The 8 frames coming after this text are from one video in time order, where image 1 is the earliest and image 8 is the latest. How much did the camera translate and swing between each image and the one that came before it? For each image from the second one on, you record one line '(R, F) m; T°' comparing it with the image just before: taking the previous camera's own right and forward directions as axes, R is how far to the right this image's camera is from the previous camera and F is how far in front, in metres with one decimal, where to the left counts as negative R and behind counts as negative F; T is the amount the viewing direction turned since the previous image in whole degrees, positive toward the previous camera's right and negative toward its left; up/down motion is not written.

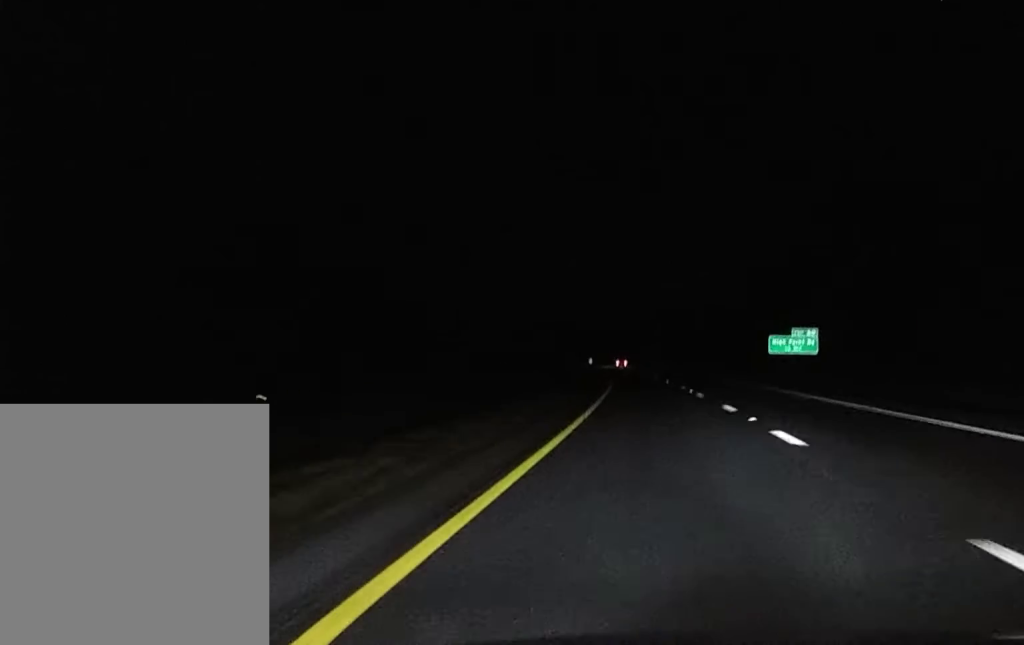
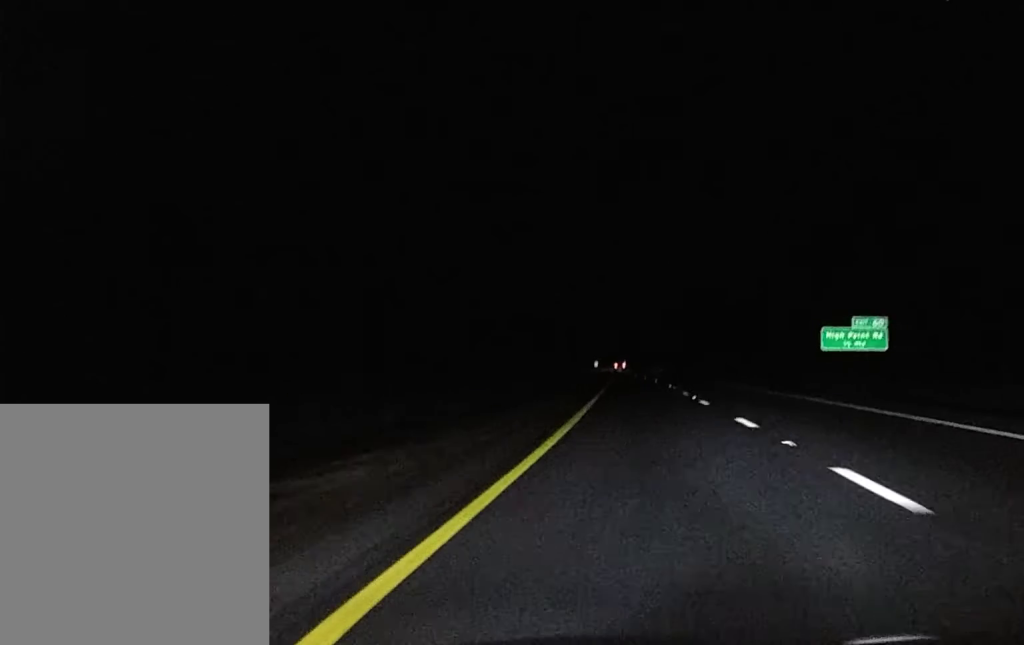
(-0.2, +31.7) m; -1°
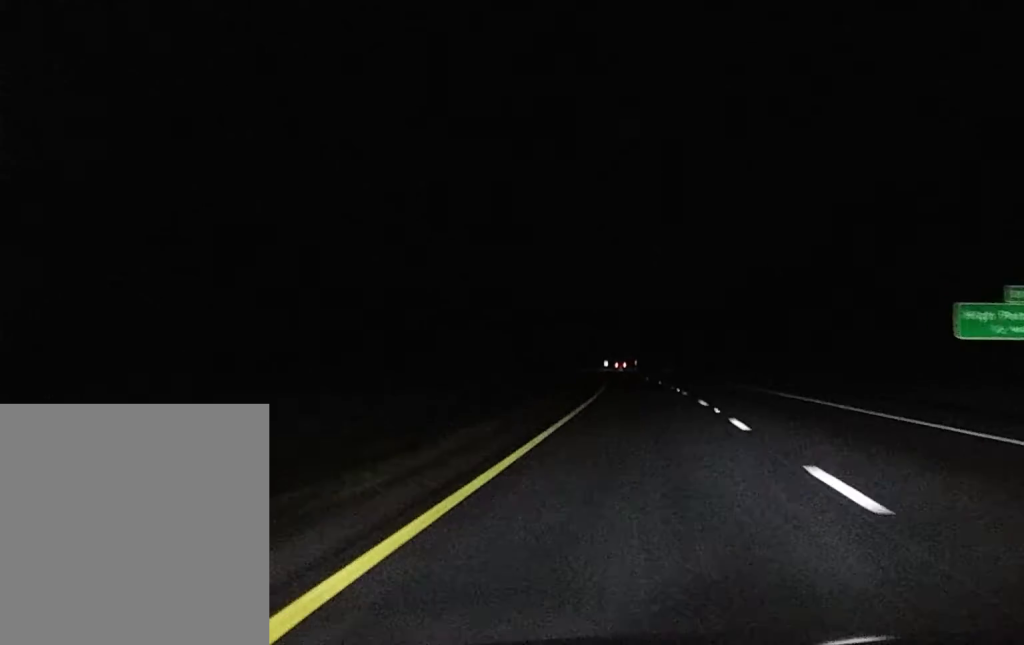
(-0.1, +35.8) m; 0°
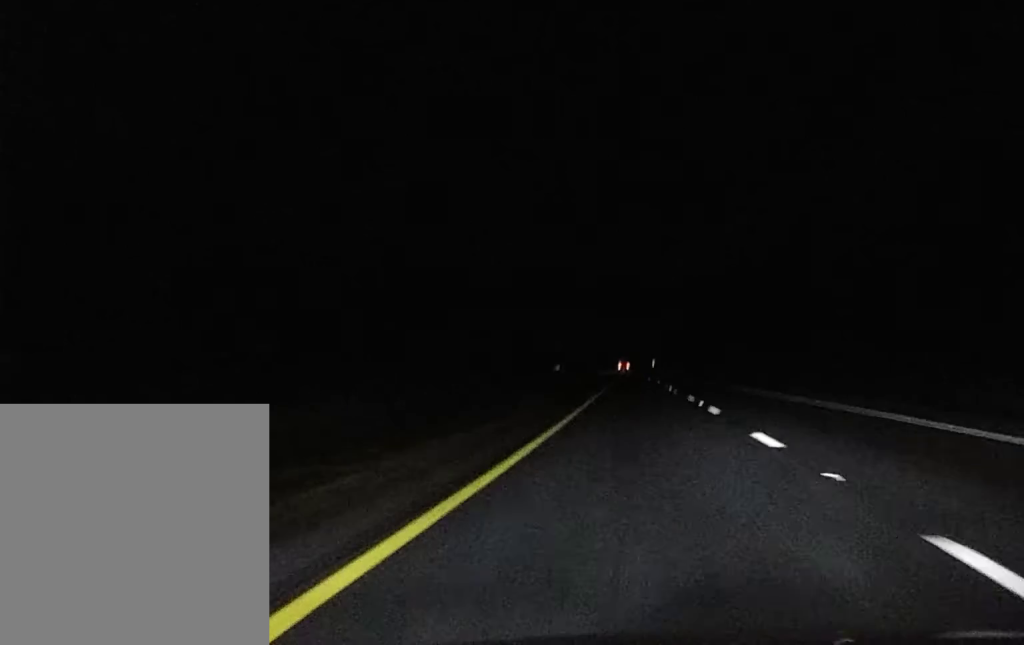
(-0.1, +46.9) m; -1°
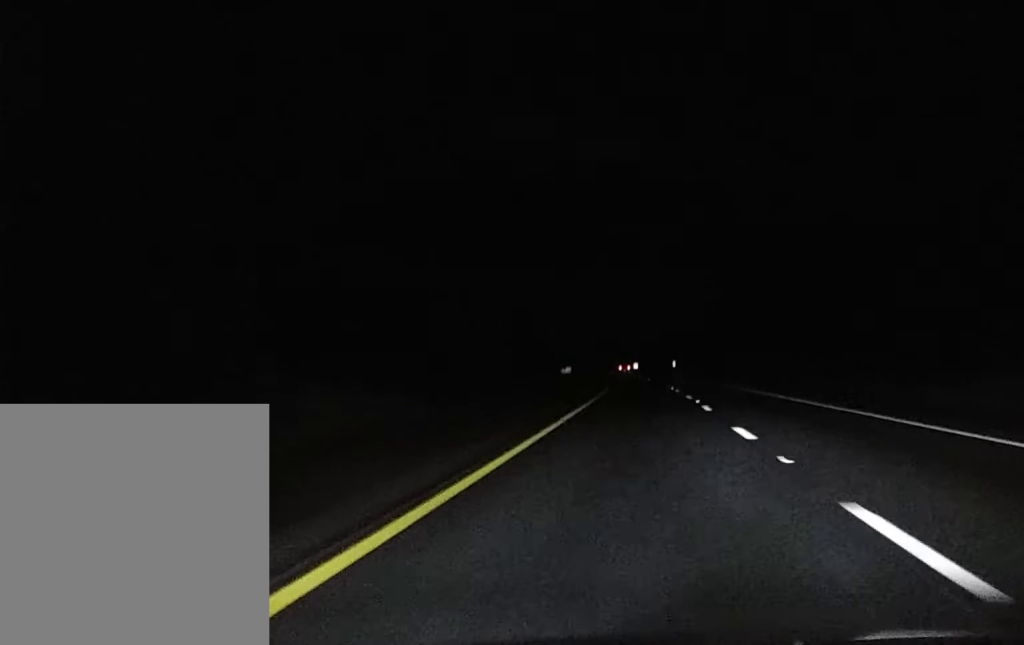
(-0.4, +47.6) m; -1°
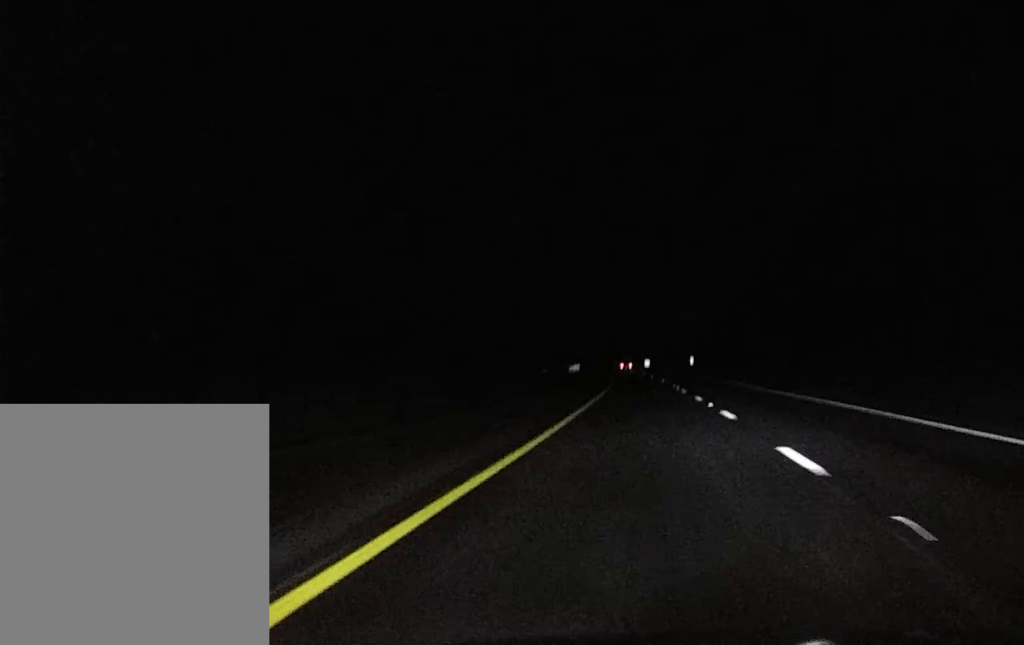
(-0.2, +34.1) m; -1°
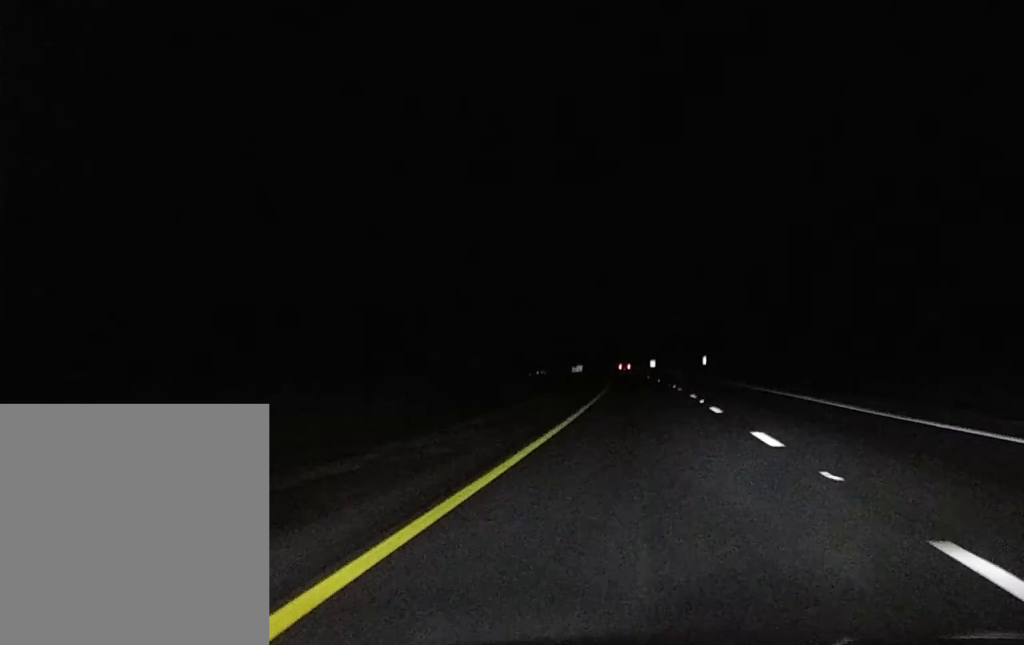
(-0.1, +18.2) m; 0°
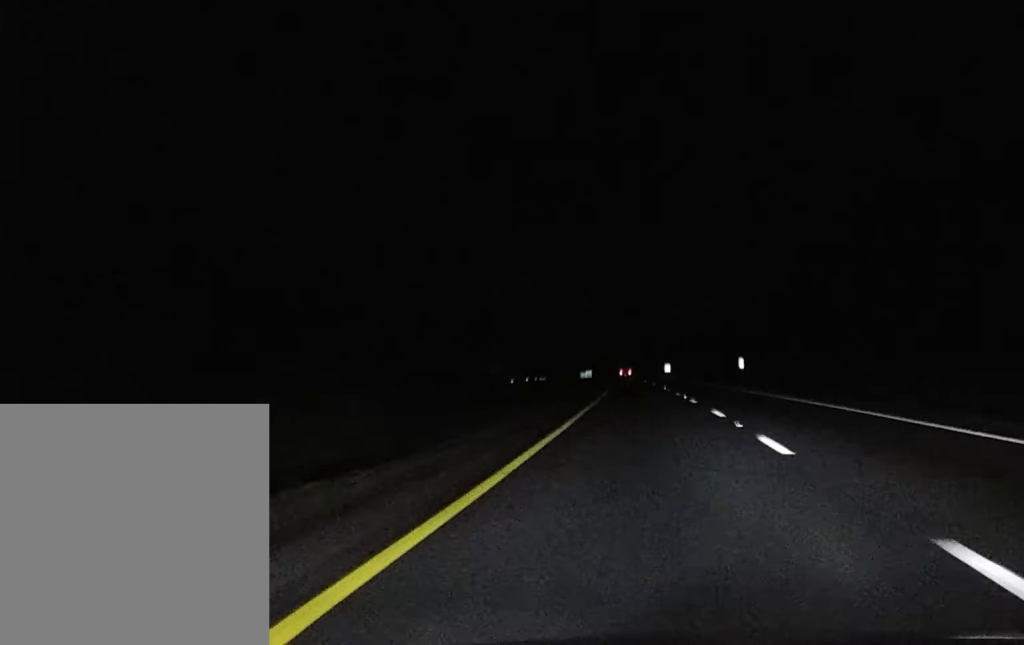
(-0.2, +41.0) m; -1°
